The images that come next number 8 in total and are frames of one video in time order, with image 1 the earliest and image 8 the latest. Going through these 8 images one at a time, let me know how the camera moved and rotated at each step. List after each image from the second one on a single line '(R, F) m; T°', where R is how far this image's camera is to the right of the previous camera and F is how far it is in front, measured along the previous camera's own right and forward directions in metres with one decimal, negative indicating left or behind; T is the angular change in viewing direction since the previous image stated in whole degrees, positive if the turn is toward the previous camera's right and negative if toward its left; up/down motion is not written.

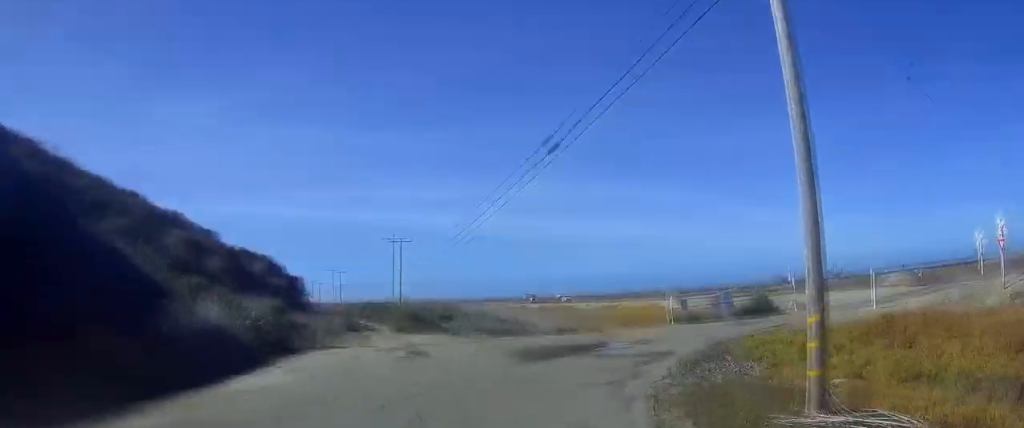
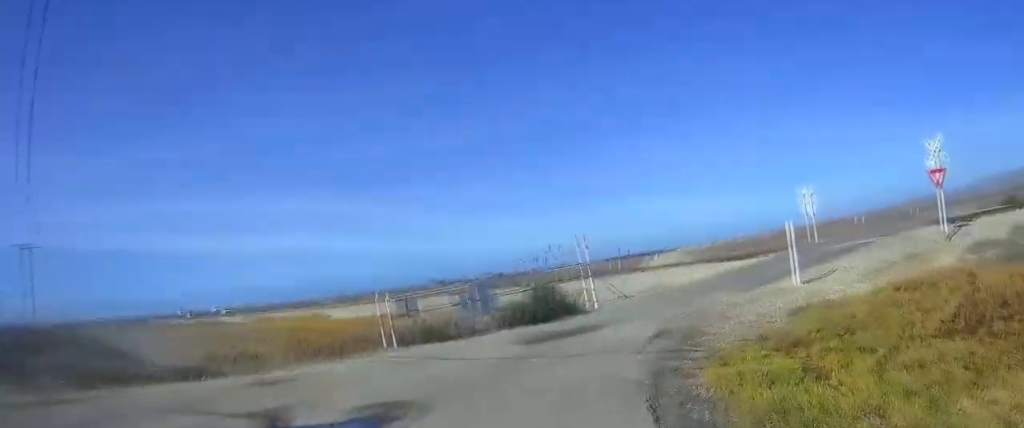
(+2.3, +16.6) m; +20°
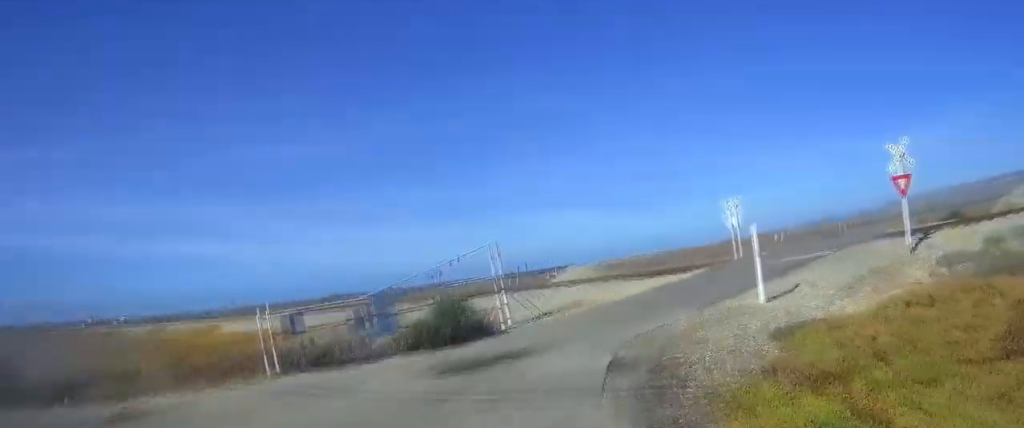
(+0.2, +3.1) m; +8°
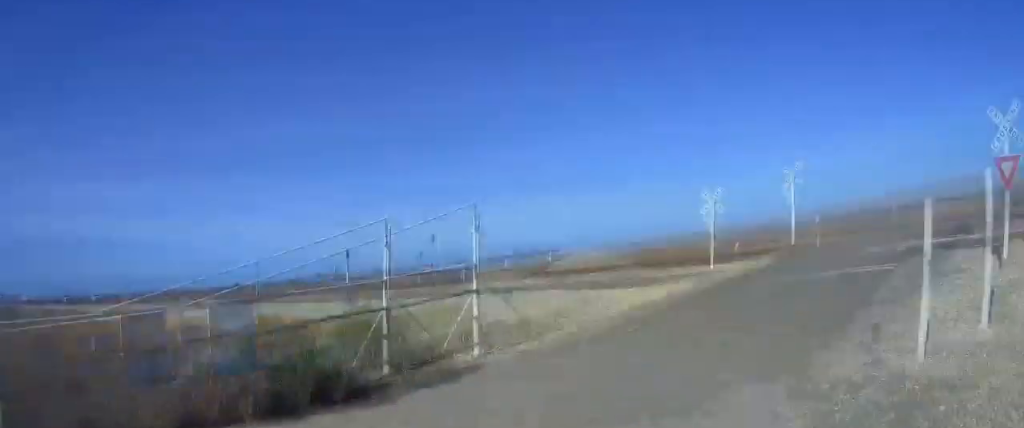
(+1.9, +8.0) m; +25°
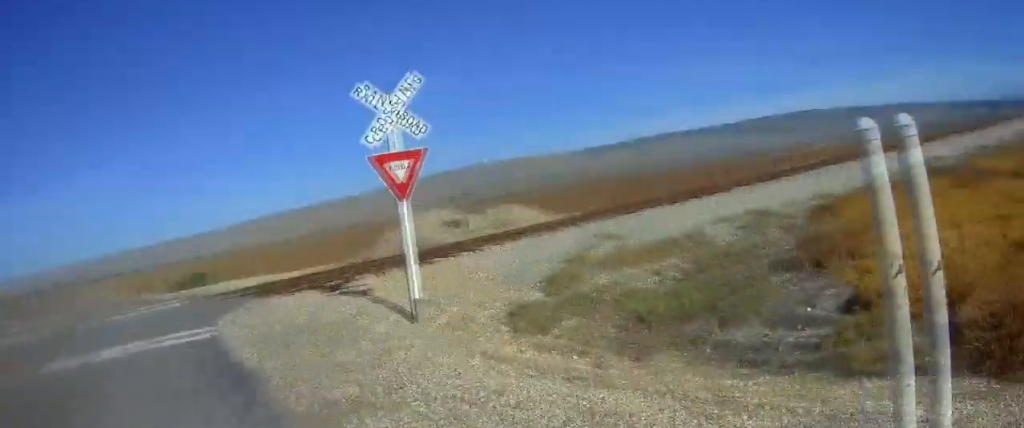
(+0.9, +6.3) m; +15°
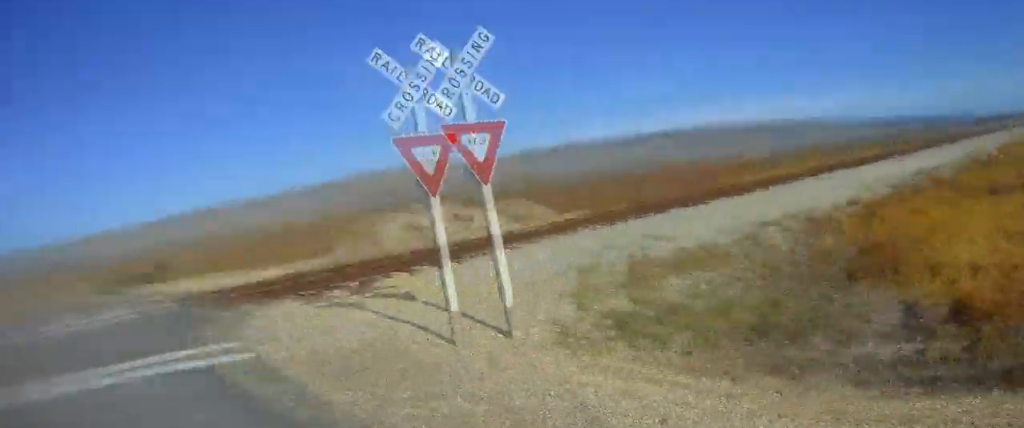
(-0.2, +2.6) m; +6°
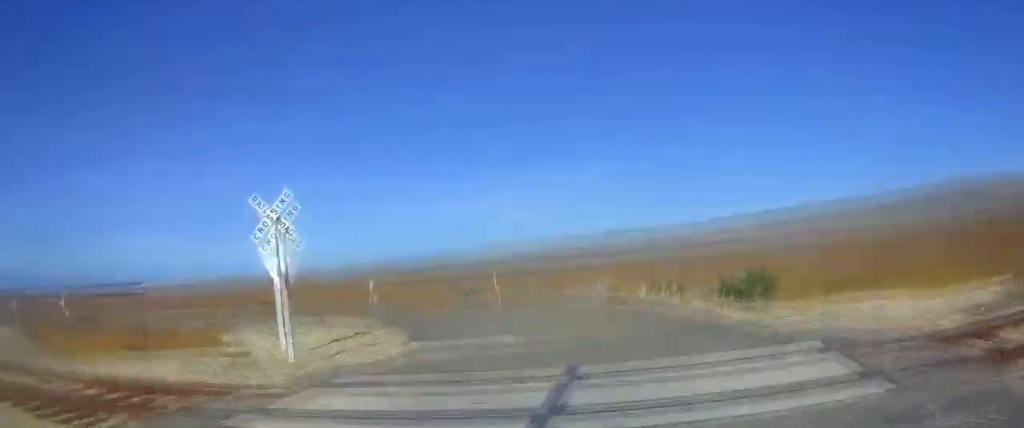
(+0.9, +4.8) m; +9°
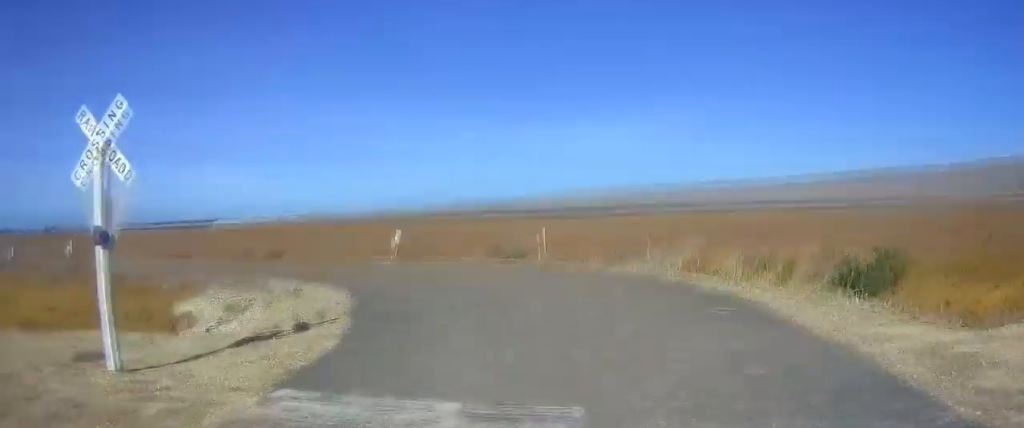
(+0.2, +6.1) m; 0°
